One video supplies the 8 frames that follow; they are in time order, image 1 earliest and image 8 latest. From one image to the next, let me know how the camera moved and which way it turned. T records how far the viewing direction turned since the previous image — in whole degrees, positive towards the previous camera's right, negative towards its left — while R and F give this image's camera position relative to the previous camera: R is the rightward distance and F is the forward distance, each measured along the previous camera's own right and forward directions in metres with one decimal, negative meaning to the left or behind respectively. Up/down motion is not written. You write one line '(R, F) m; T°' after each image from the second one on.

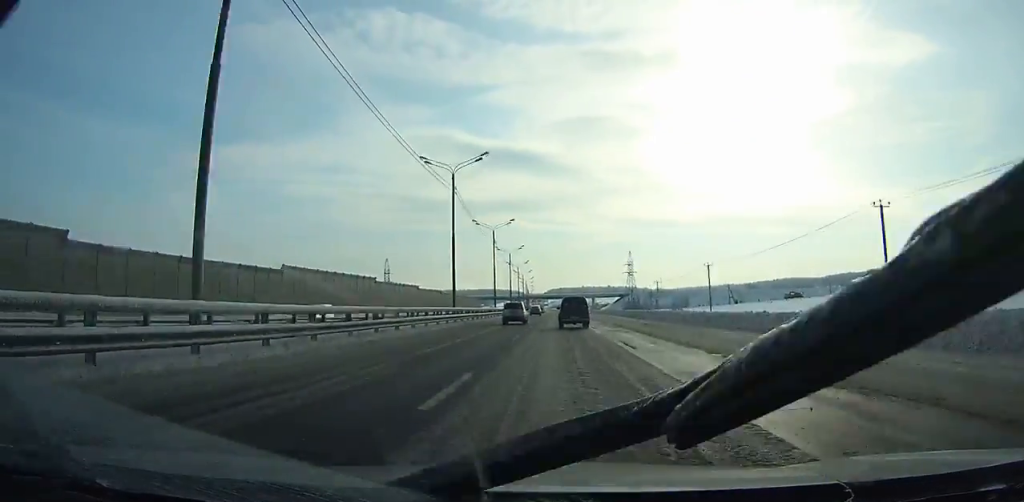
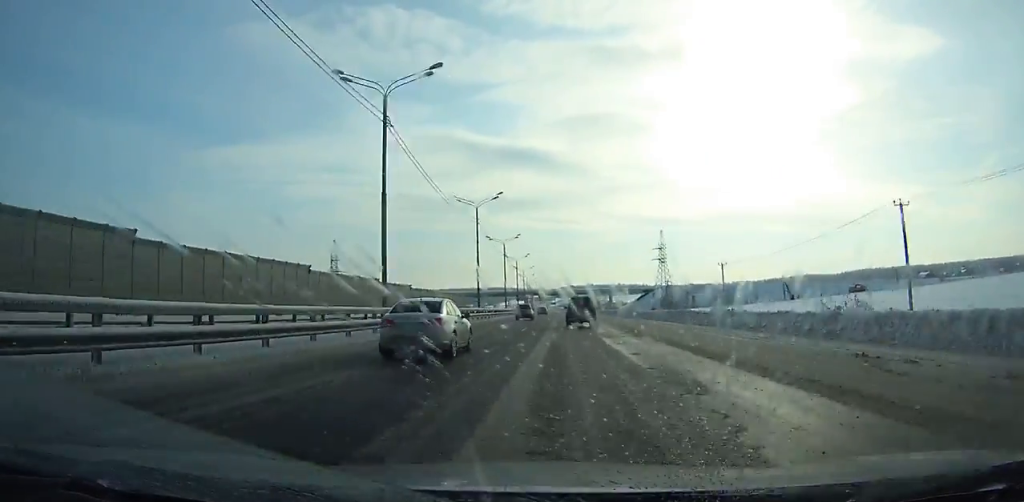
(-0.2, +56.6) m; -1°
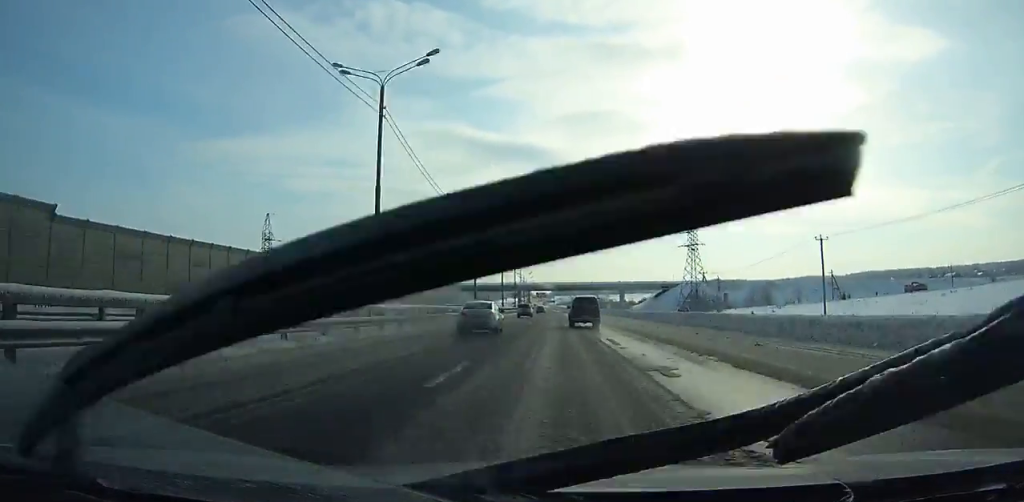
(-0.1, +37.8) m; 0°
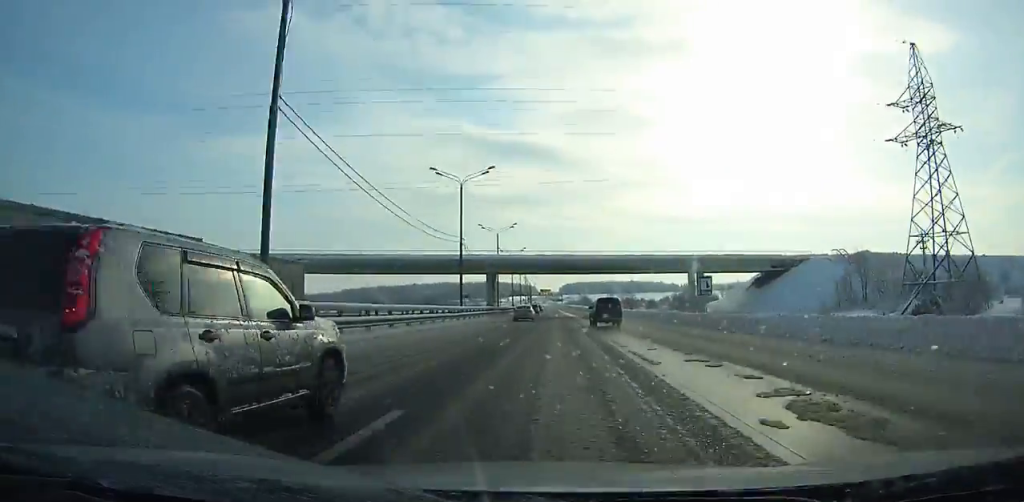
(-0.5, +87.4) m; -1°
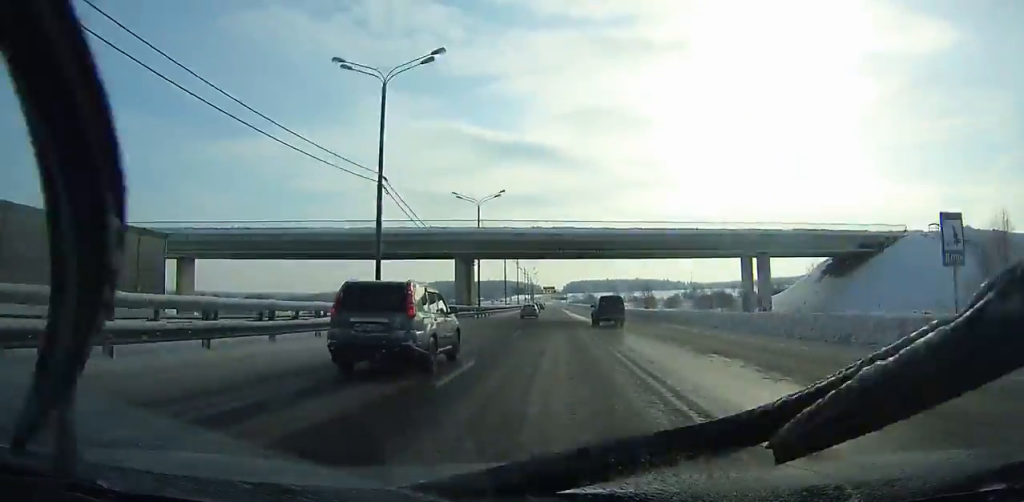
(0.0, +26.0) m; 0°
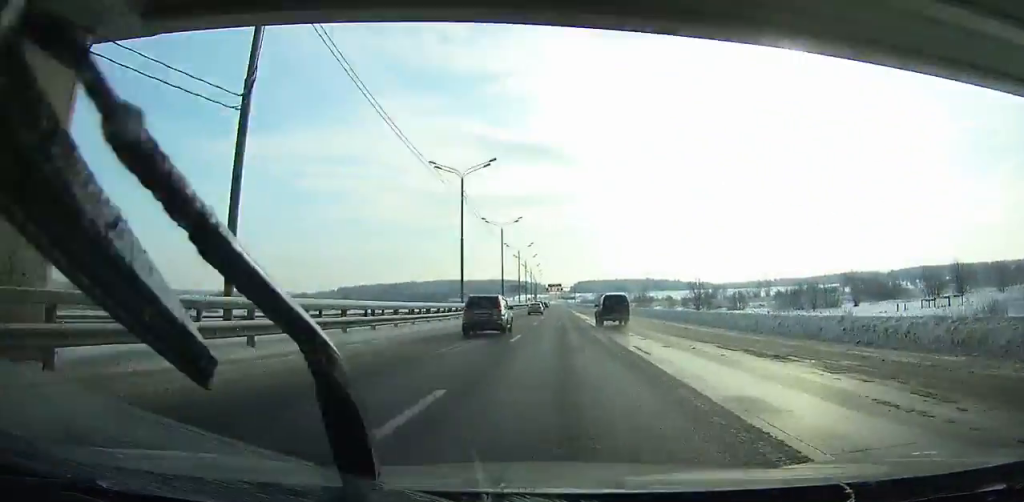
(-0.2, +53.0) m; 0°
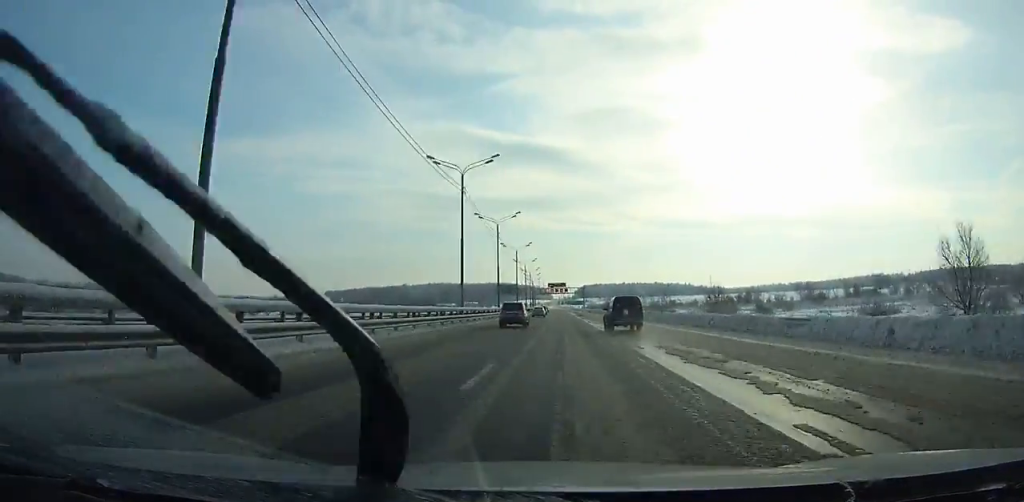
(-0.5, +76.8) m; -1°
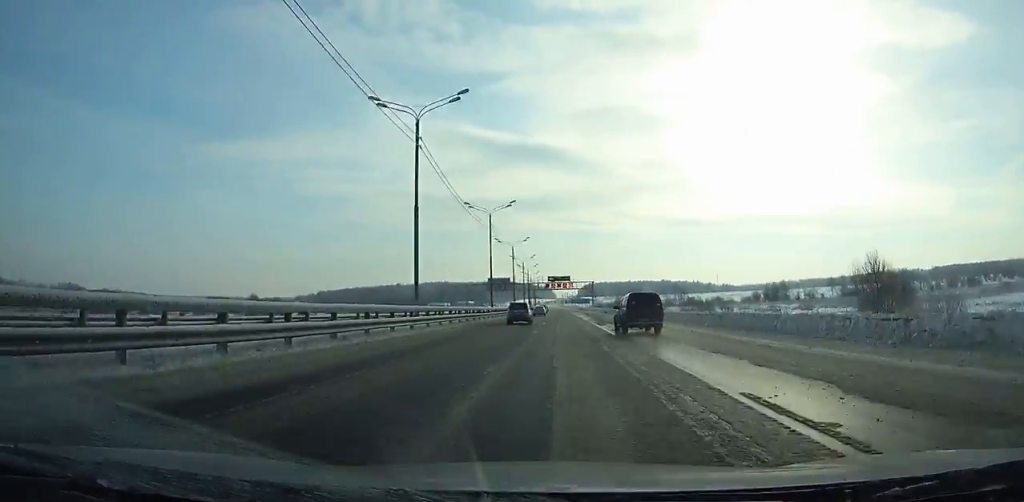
(-0.1, +46.3) m; 0°
